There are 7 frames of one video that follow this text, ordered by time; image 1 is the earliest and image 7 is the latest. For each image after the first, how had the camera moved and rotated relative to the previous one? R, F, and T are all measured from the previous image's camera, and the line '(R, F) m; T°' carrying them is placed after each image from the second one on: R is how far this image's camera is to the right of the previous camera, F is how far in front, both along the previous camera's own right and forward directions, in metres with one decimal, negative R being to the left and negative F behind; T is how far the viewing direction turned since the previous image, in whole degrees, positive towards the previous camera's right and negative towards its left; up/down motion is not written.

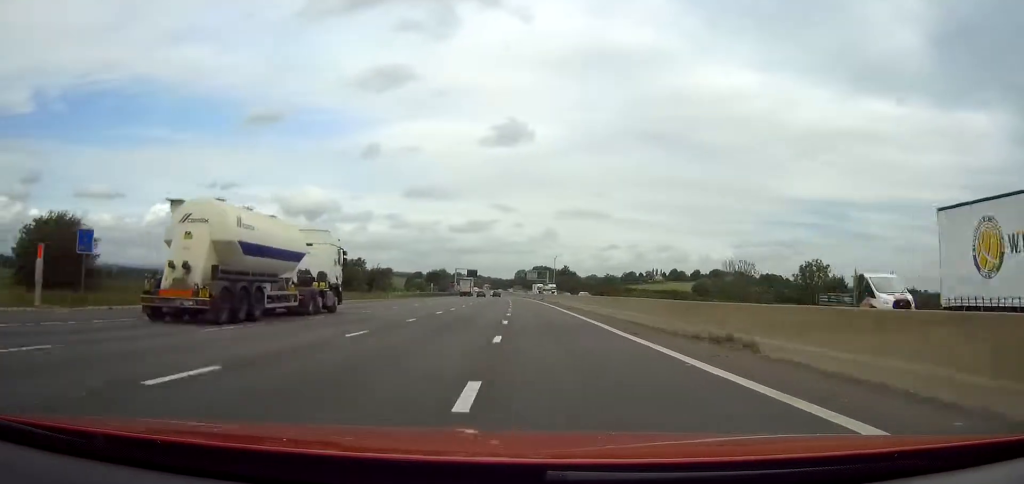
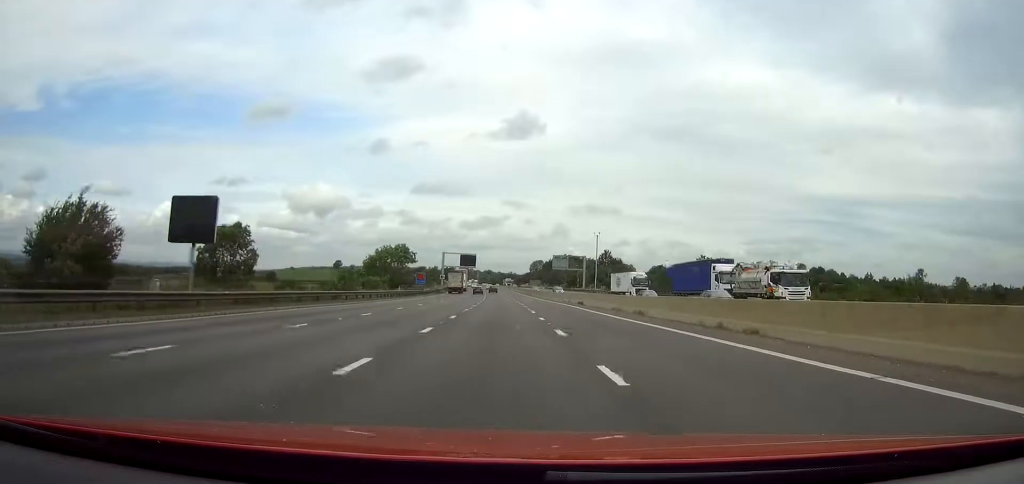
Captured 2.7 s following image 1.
(-1.0, +102.2) m; -1°
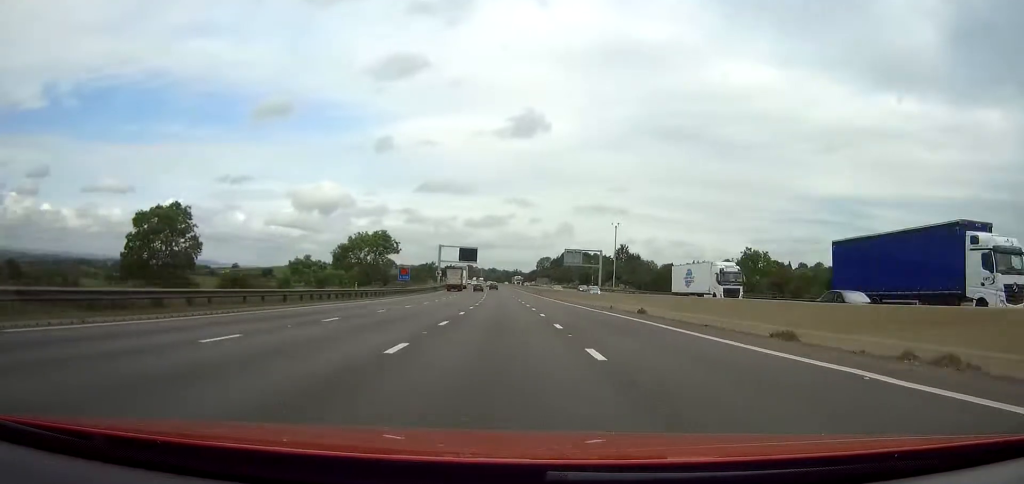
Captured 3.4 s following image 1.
(0.0, +23.2) m; 0°
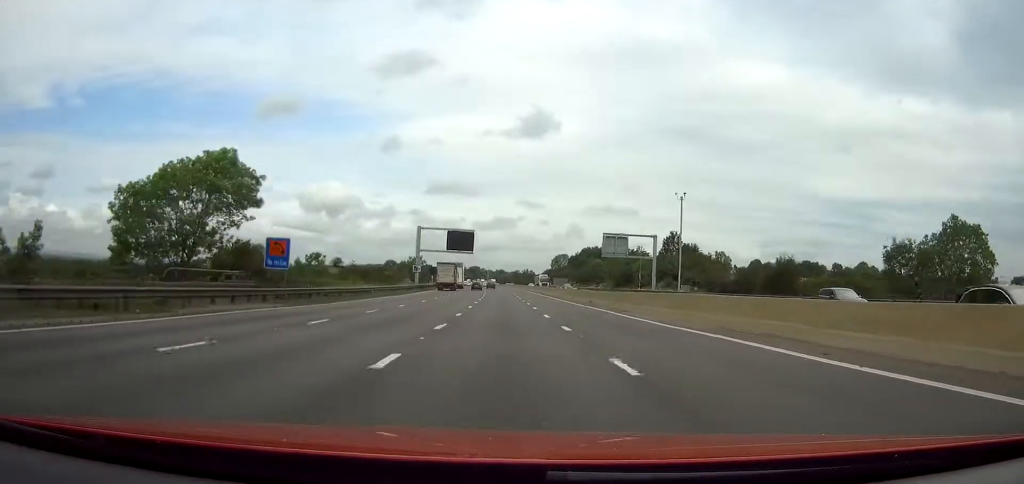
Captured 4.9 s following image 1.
(-0.5, +54.3) m; -1°
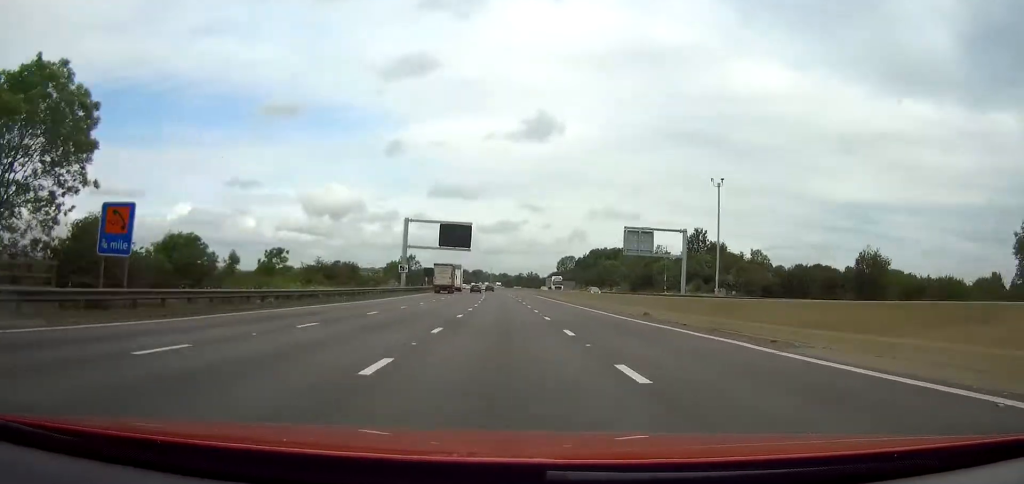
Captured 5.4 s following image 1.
(0.0, +17.9) m; 0°
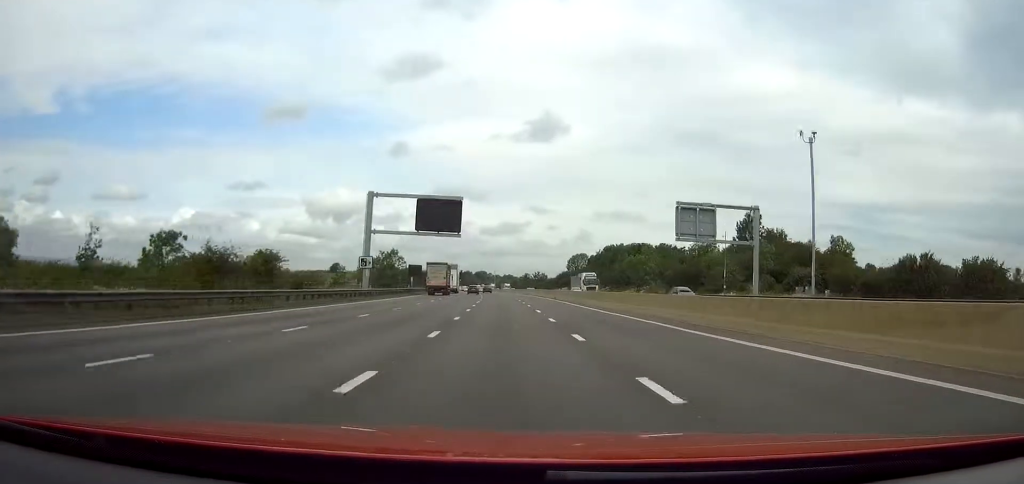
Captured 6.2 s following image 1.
(0.0, +28.4) m; 0°
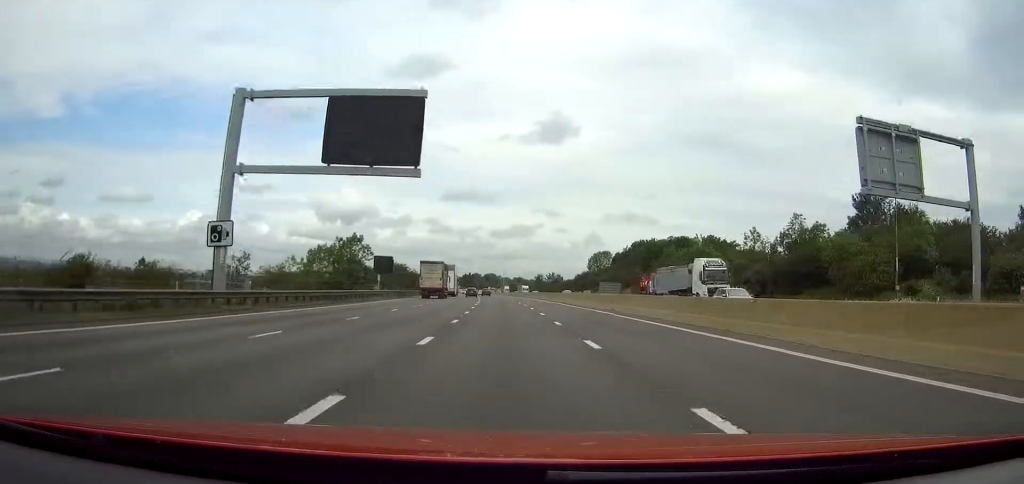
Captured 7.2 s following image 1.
(-0.4, +37.7) m; -1°
